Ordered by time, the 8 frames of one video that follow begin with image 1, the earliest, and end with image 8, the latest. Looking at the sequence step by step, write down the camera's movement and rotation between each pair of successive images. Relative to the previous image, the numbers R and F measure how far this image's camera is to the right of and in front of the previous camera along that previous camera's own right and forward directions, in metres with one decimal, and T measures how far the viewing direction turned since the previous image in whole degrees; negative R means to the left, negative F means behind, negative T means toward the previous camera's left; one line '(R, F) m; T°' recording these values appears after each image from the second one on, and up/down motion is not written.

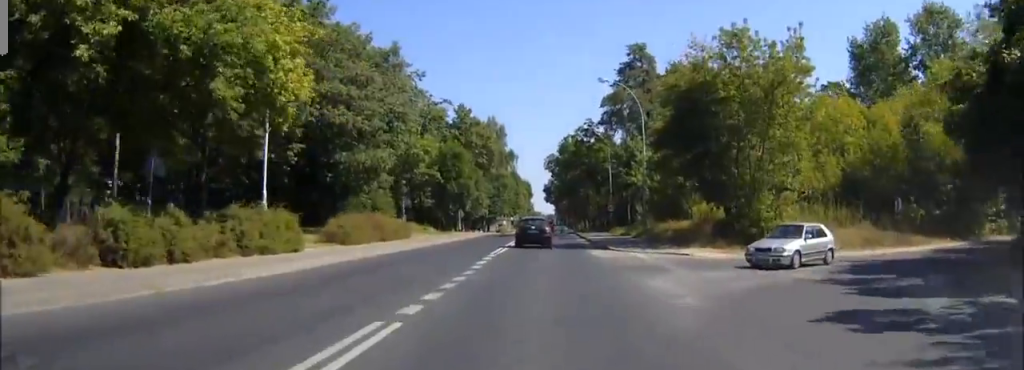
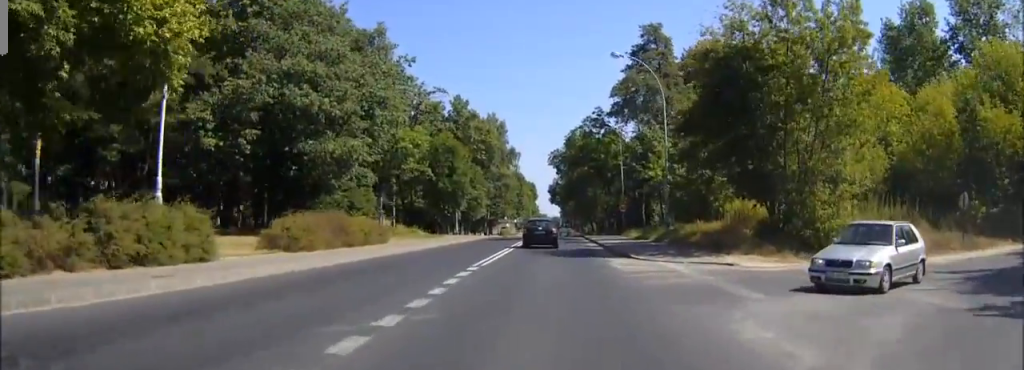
(0.0, +7.6) m; 0°
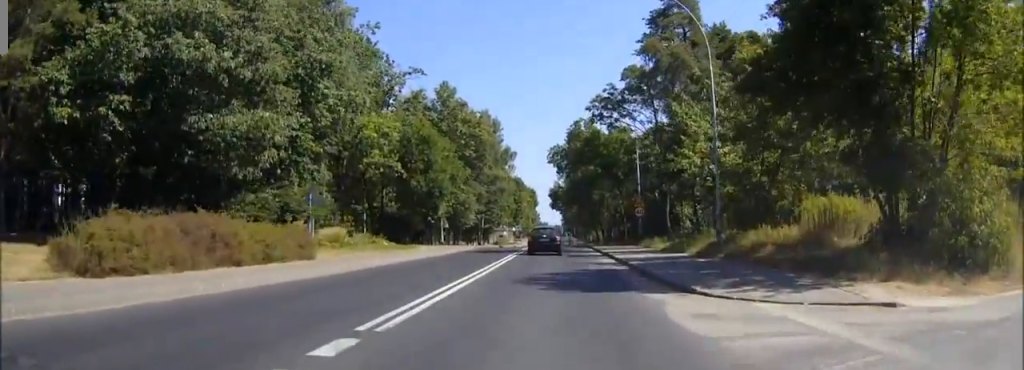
(0.0, +12.2) m; 0°
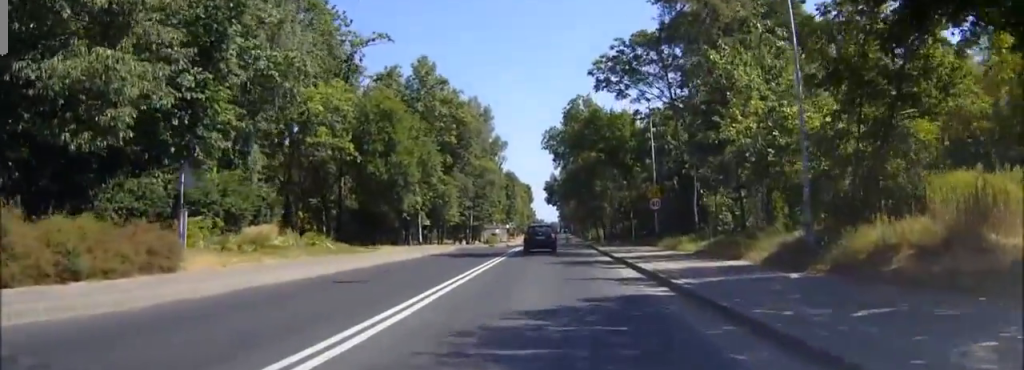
(0.0, +10.1) m; 0°
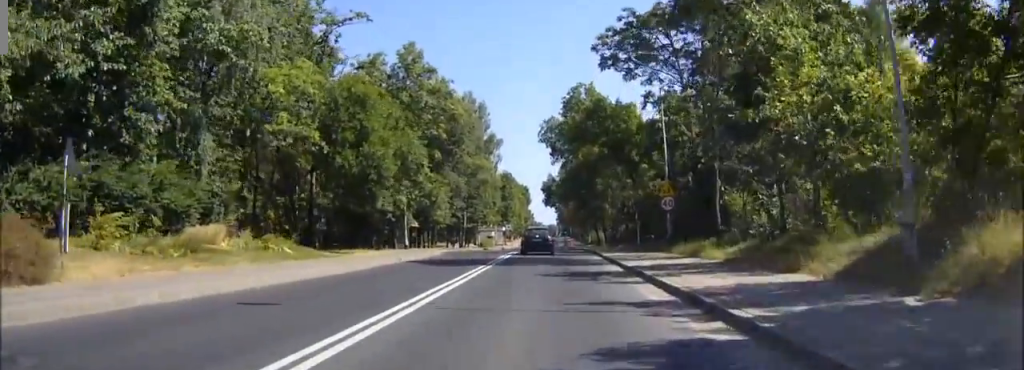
(0.0, +5.3) m; 0°
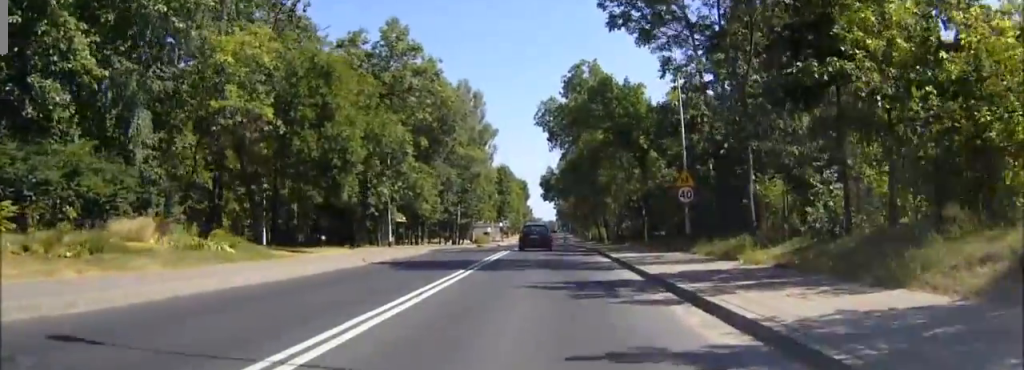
(0.0, +5.3) m; 0°
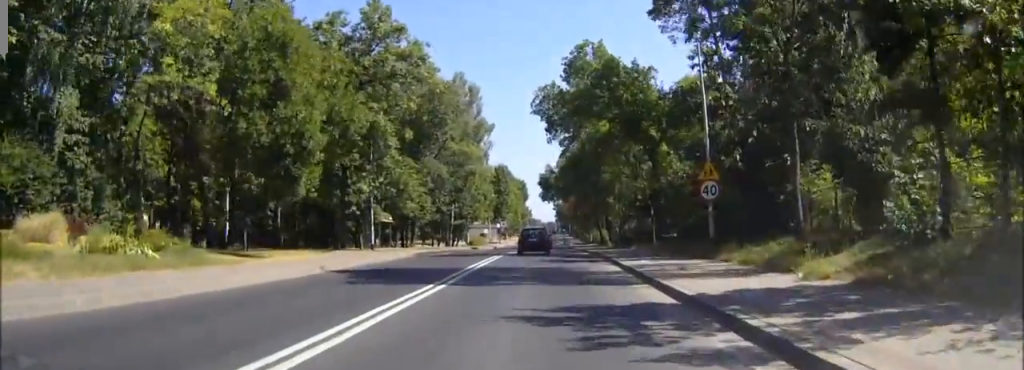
(0.0, +5.0) m; 0°
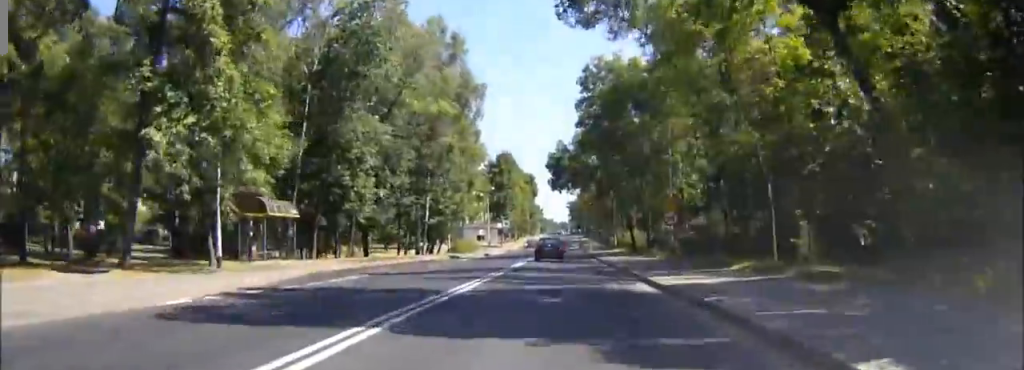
(-0.1, +25.1) m; -1°
